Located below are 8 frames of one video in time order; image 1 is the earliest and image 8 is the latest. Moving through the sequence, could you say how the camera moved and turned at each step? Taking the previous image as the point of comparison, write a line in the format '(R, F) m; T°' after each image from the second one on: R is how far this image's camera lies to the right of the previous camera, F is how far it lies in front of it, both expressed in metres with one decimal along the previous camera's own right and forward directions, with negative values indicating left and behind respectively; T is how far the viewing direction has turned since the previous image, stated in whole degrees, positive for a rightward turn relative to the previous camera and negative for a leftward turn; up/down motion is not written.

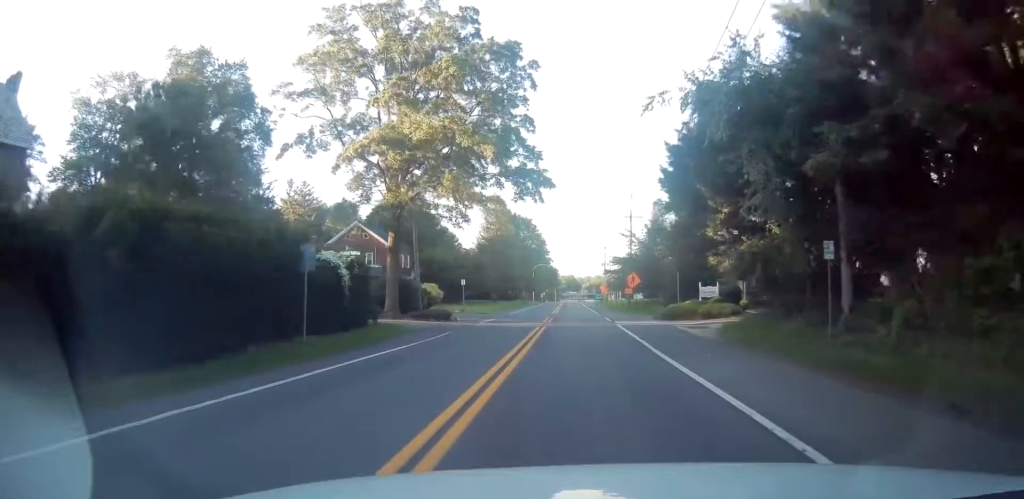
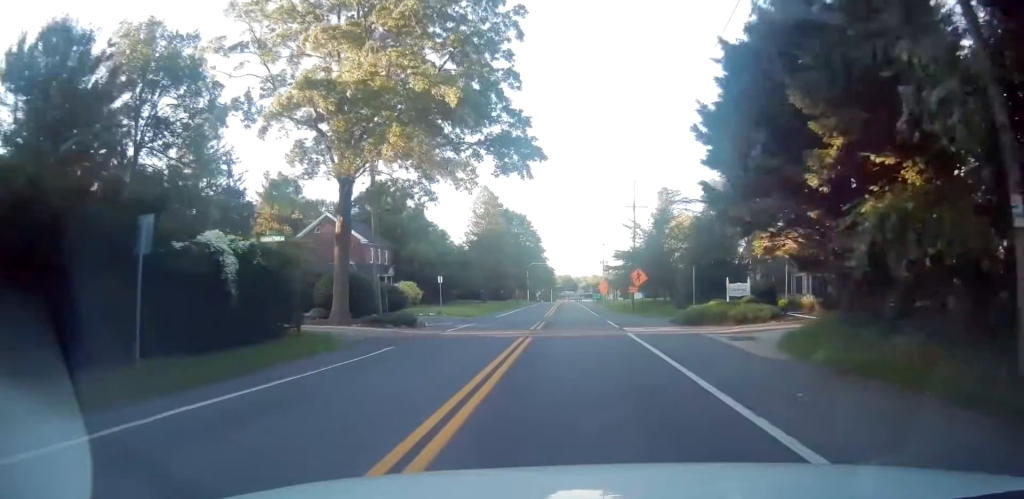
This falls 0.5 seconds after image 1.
(0.0, +7.5) m; 0°
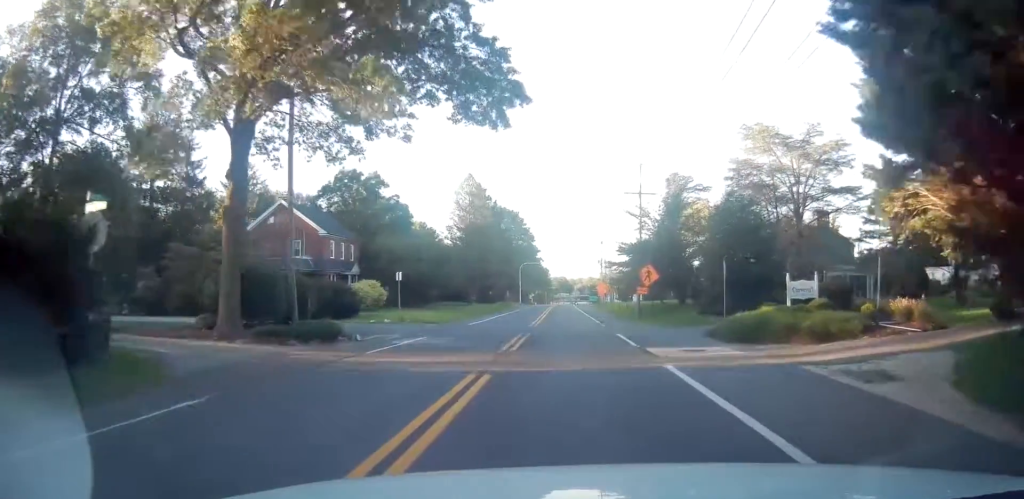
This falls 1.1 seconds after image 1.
(0.0, +10.1) m; 0°
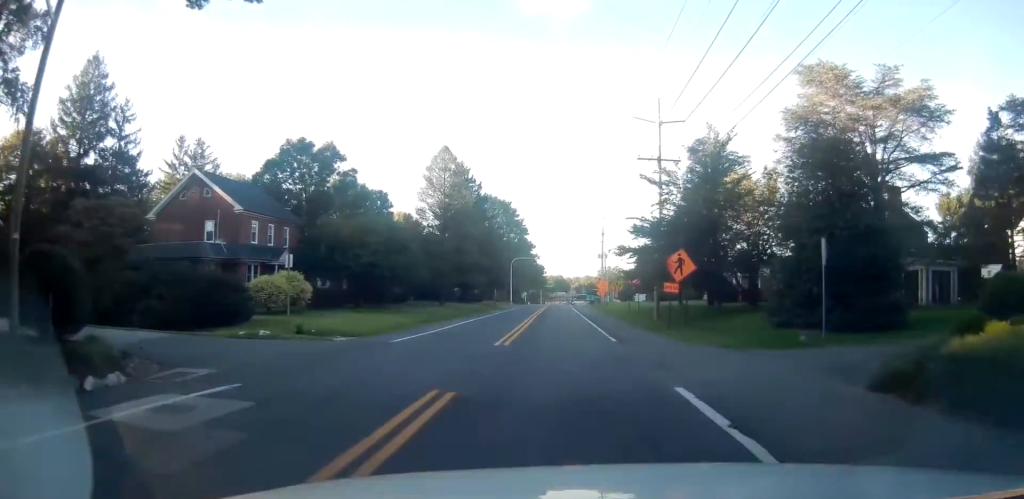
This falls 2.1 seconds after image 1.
(0.0, +14.1) m; 0°
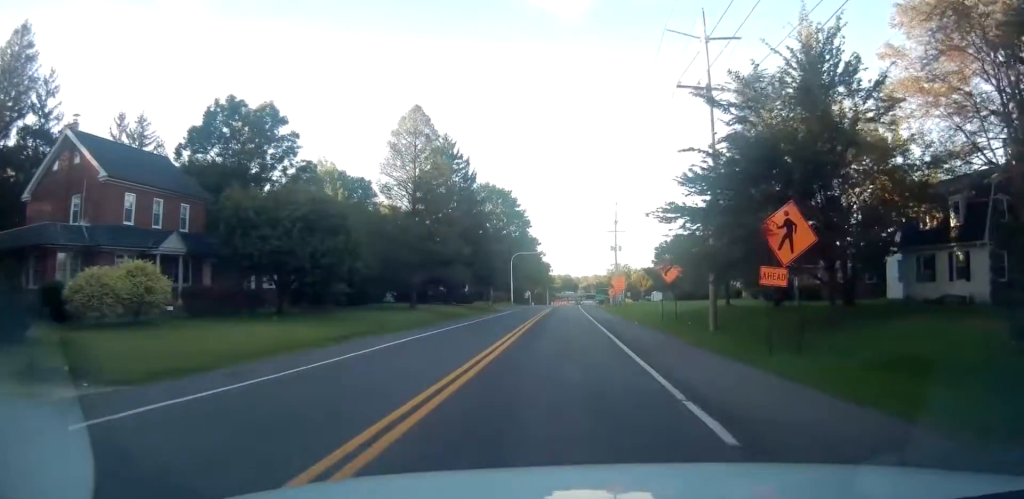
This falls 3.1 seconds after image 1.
(0.0, +14.4) m; 0°
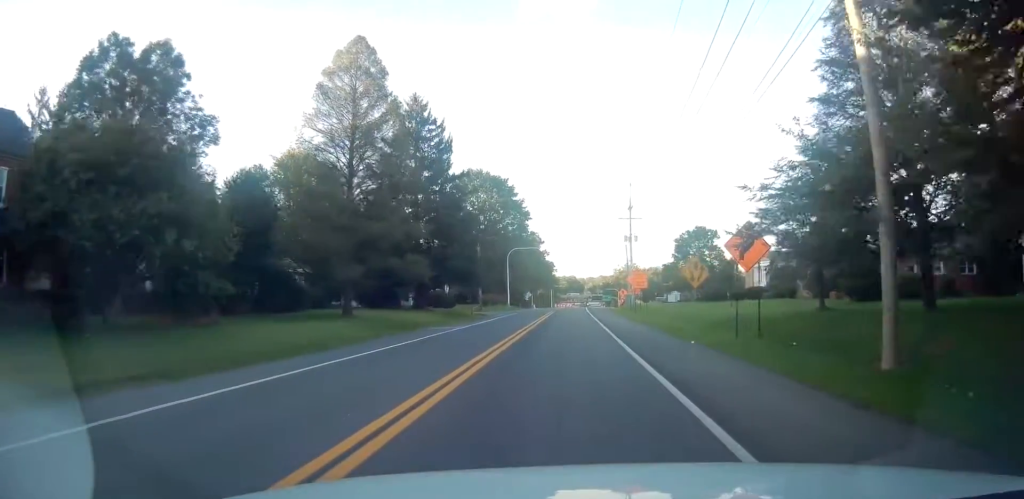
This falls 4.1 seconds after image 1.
(0.0, +14.3) m; 0°
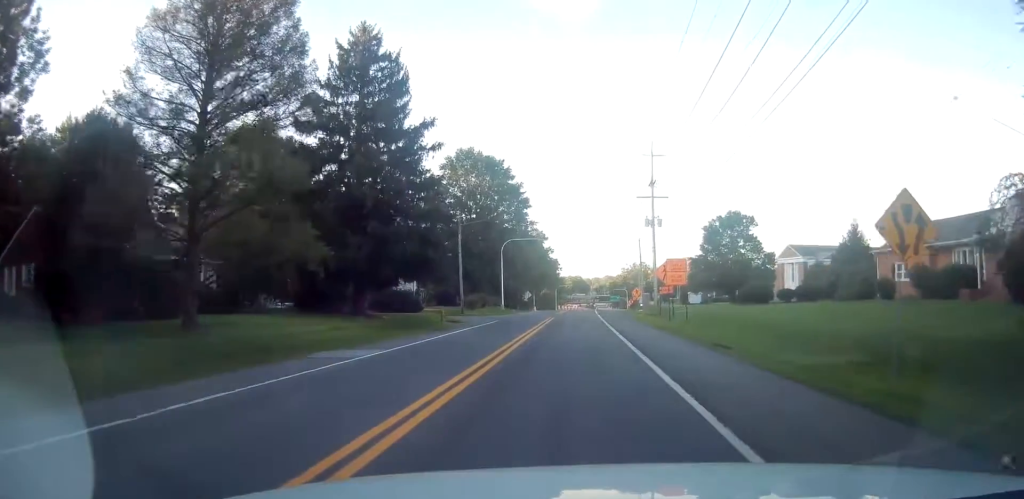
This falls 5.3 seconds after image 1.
(0.0, +15.7) m; 0°
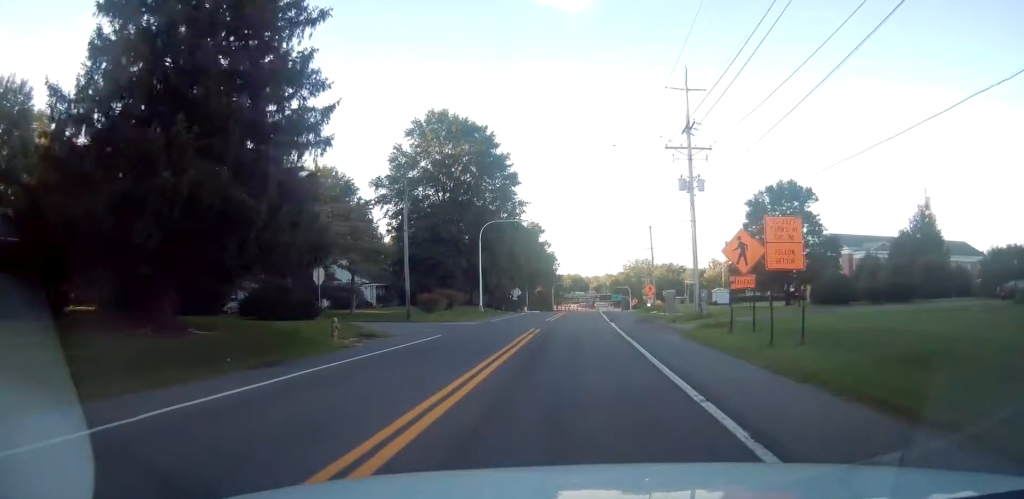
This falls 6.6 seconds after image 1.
(0.0, +17.7) m; 0°
